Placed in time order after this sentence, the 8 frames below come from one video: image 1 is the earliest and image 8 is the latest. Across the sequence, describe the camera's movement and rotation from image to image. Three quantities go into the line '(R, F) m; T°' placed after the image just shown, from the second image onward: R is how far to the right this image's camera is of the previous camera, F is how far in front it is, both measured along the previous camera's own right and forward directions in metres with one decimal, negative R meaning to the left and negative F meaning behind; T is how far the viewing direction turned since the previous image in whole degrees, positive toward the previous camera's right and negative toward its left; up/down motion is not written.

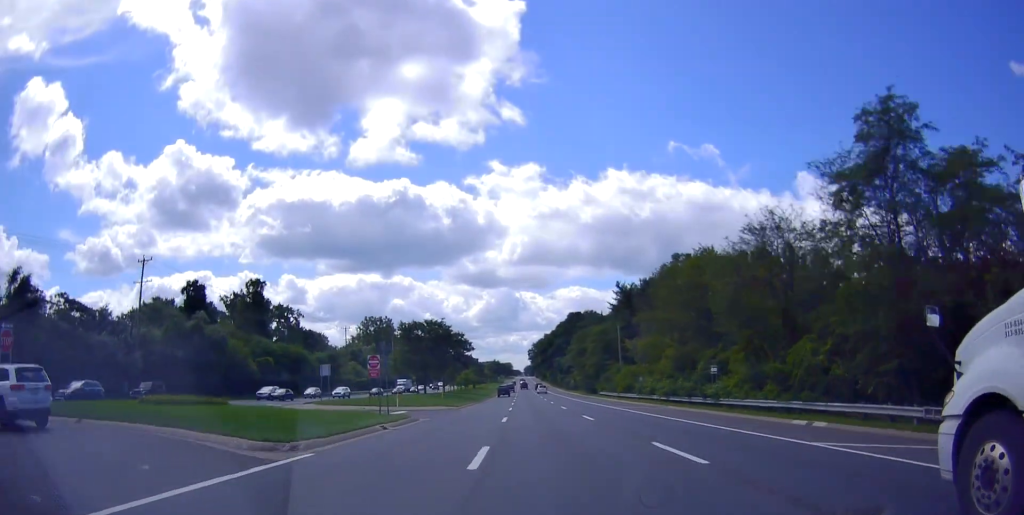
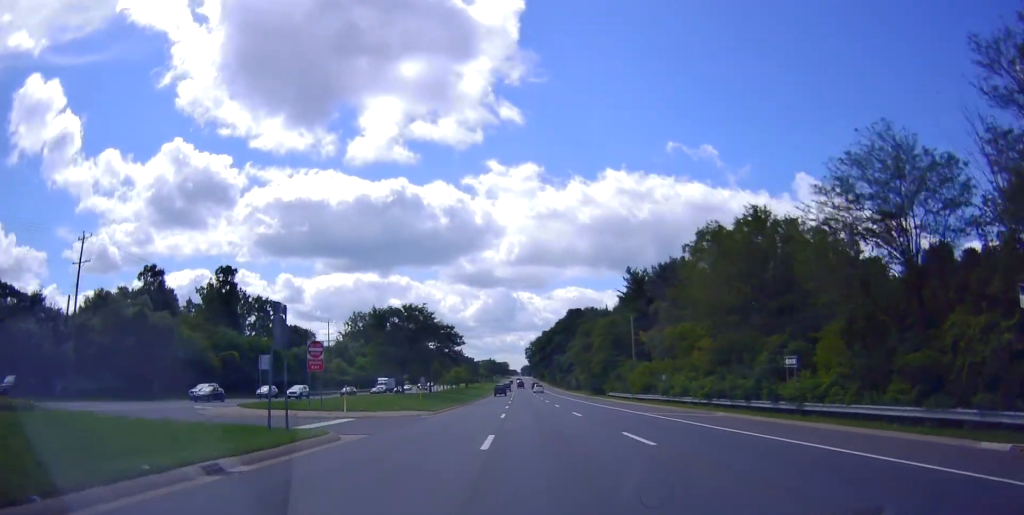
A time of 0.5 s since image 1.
(0.0, +11.7) m; -1°
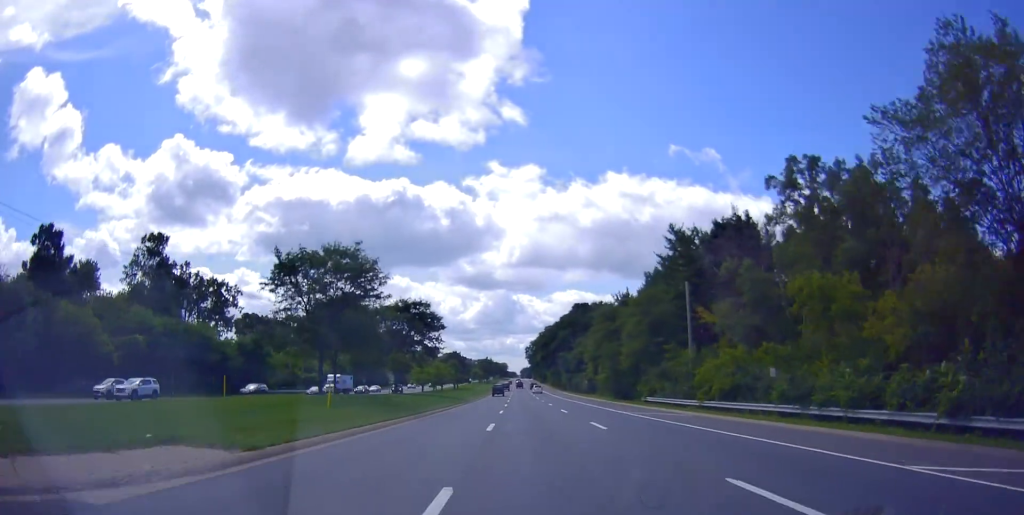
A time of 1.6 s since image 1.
(-0.5, +23.9) m; -1°
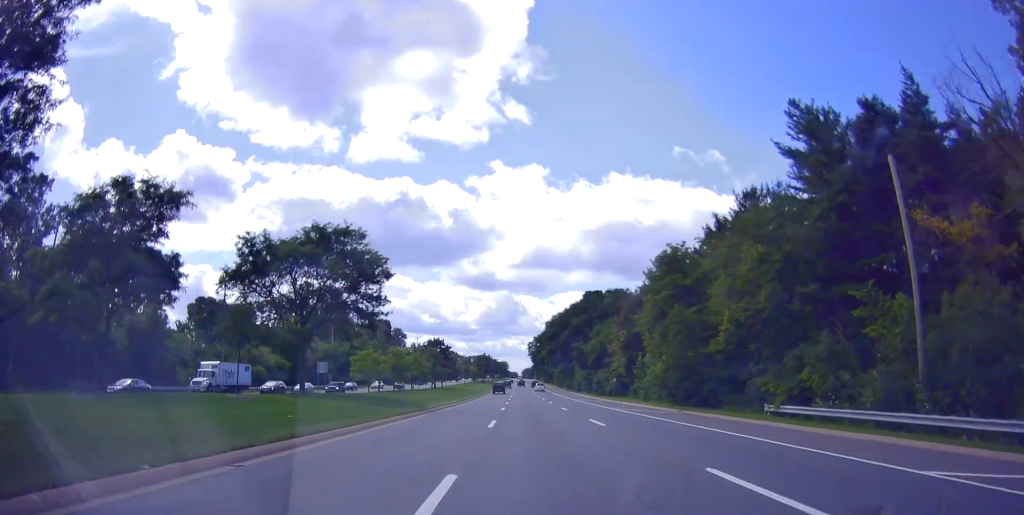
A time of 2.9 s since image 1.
(+0.7, +29.1) m; +2°
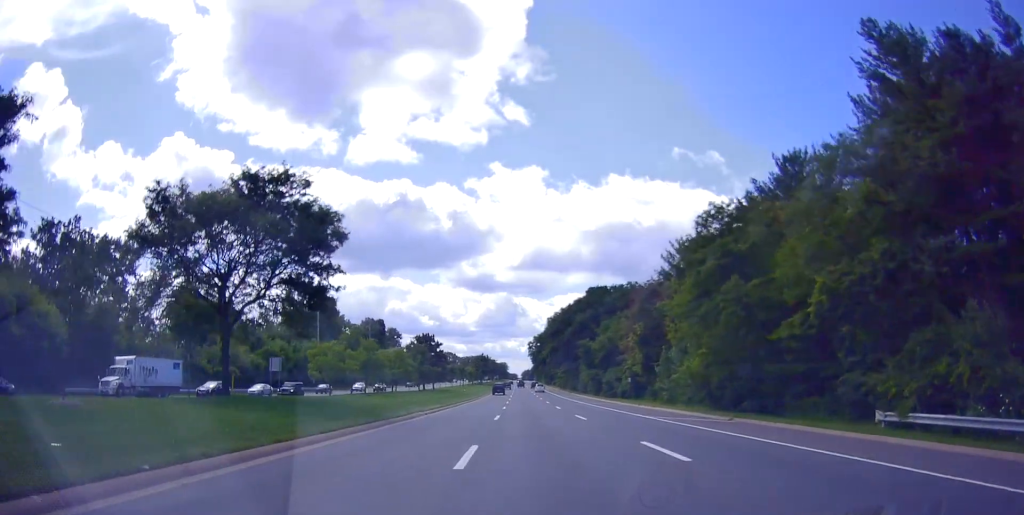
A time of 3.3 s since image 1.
(+0.3, +10.1) m; 0°
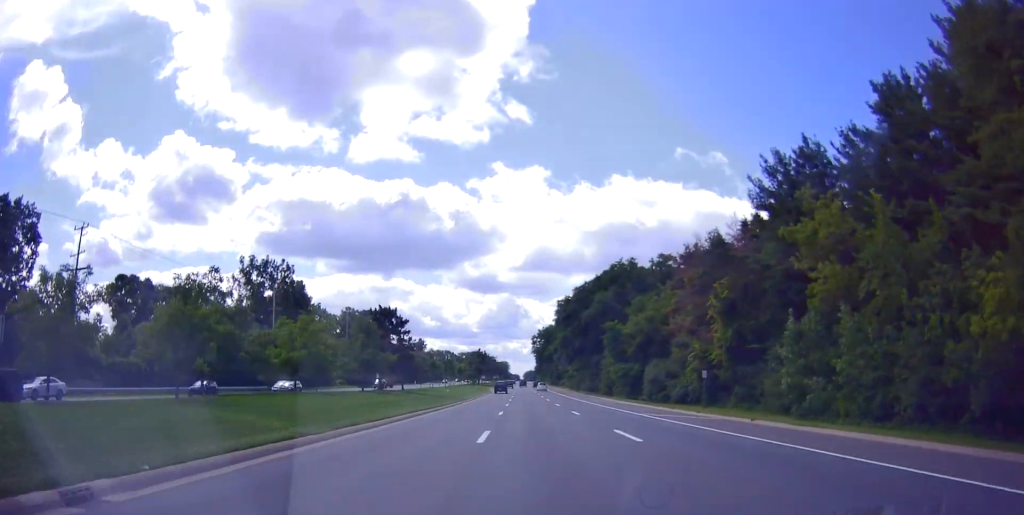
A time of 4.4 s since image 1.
(-0.7, +26.1) m; -1°
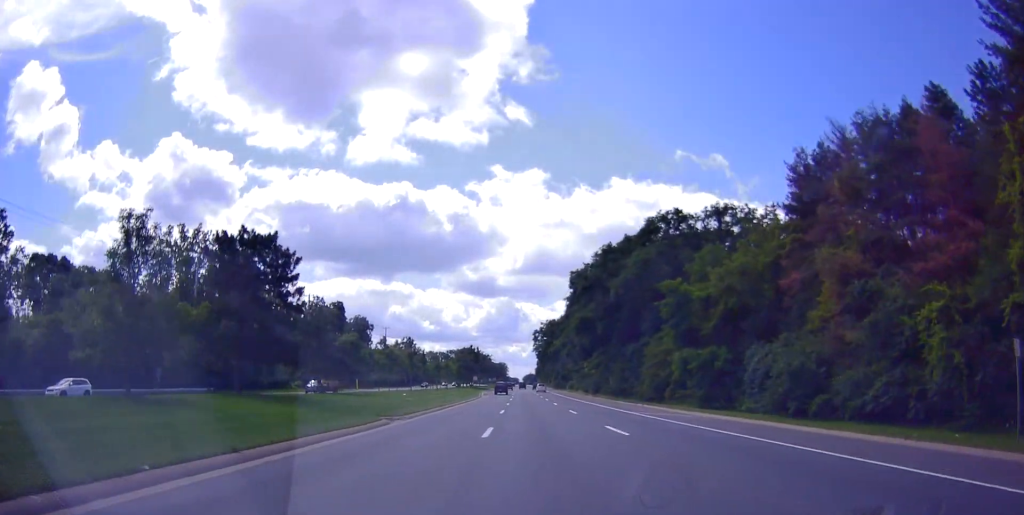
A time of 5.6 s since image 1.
(+0.2, +28.2) m; 0°
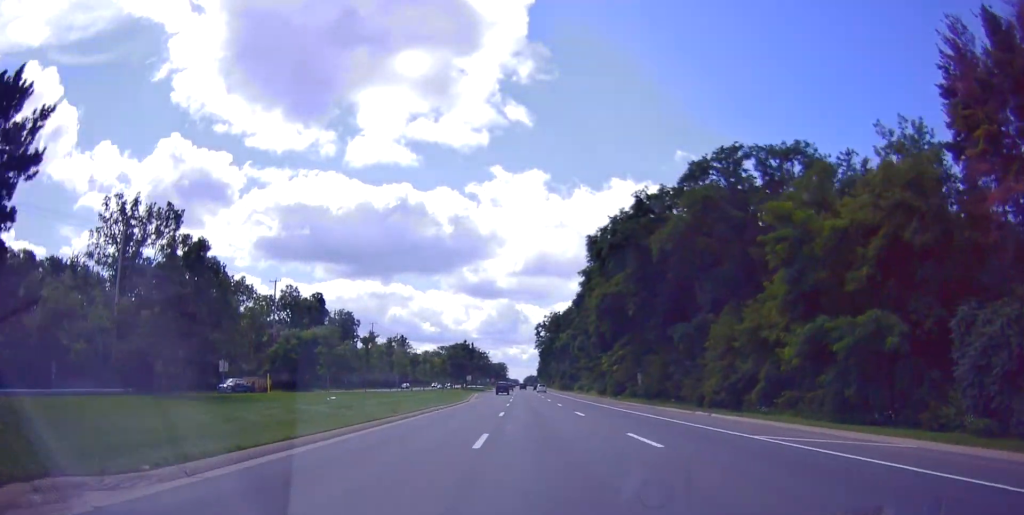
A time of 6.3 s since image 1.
(-0.2, +18.7) m; -1°
